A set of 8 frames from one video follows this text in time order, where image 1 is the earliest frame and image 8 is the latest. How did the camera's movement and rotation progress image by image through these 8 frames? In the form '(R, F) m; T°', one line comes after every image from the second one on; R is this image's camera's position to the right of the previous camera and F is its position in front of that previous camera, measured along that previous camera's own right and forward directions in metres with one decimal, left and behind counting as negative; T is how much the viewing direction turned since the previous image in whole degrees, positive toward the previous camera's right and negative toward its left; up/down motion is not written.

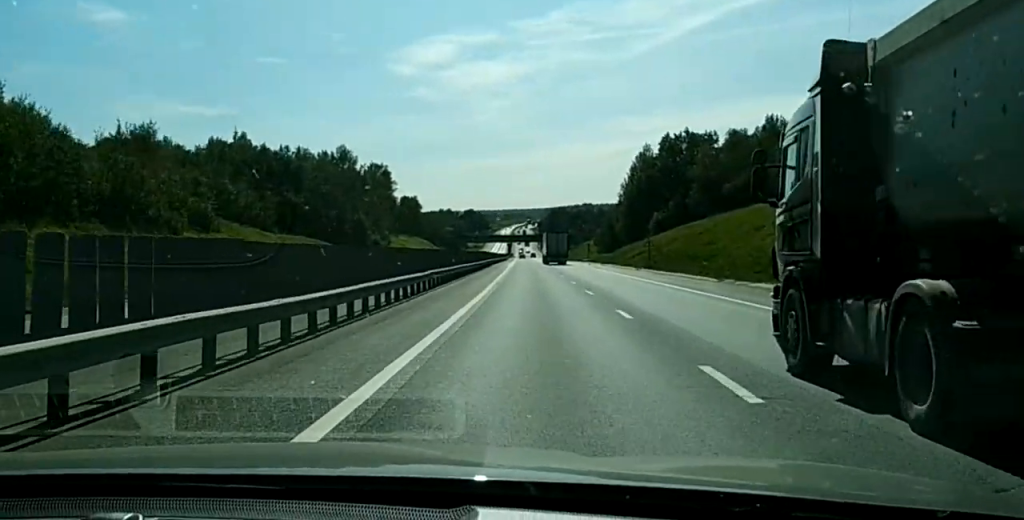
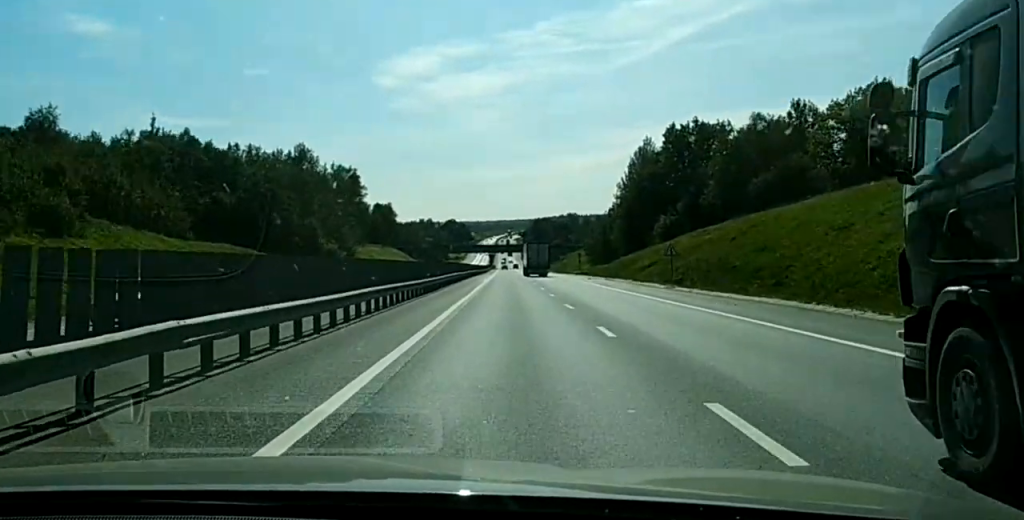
(+0.8, +26.7) m; +3°
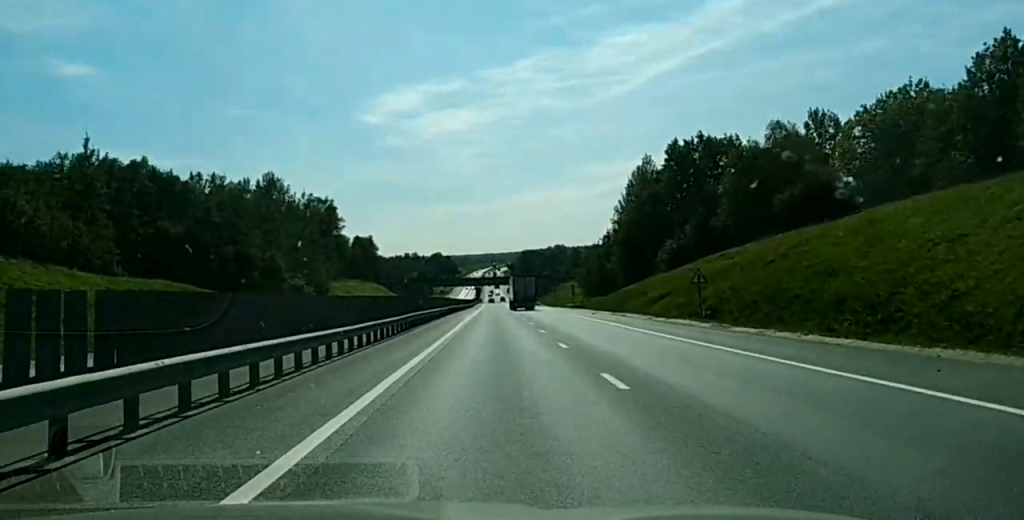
(+0.2, +17.1) m; +2°
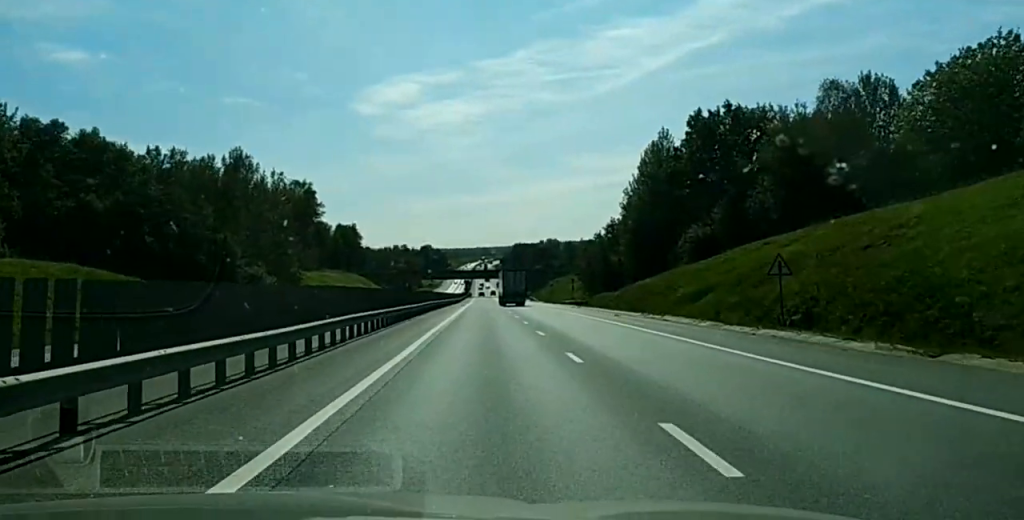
(+0.6, +18.5) m; +1°
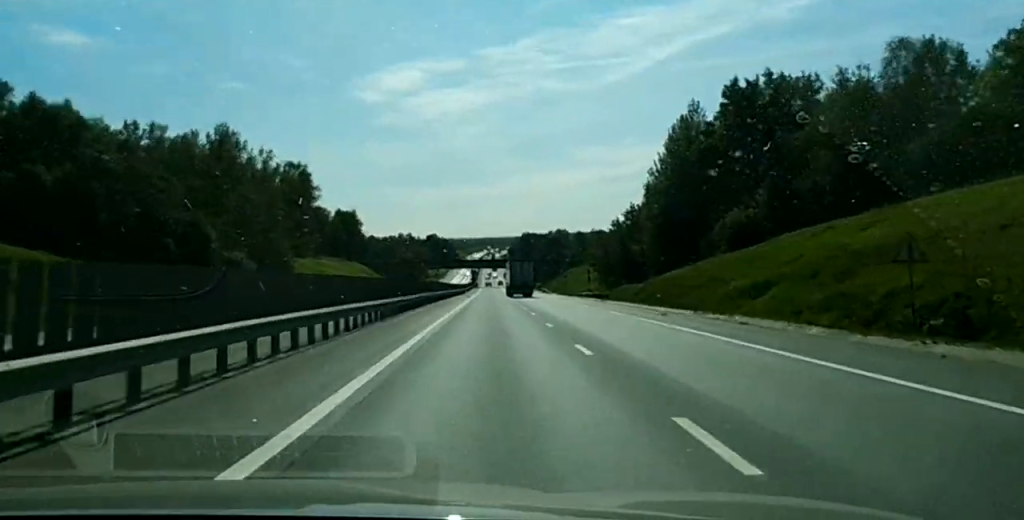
(+0.1, +12.4) m; 0°
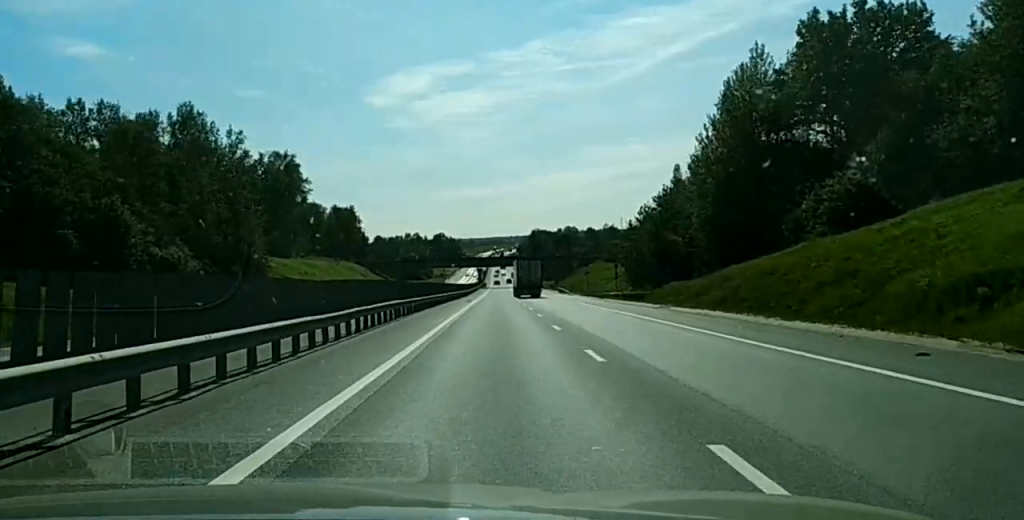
(-0.2, +25.1) m; 0°
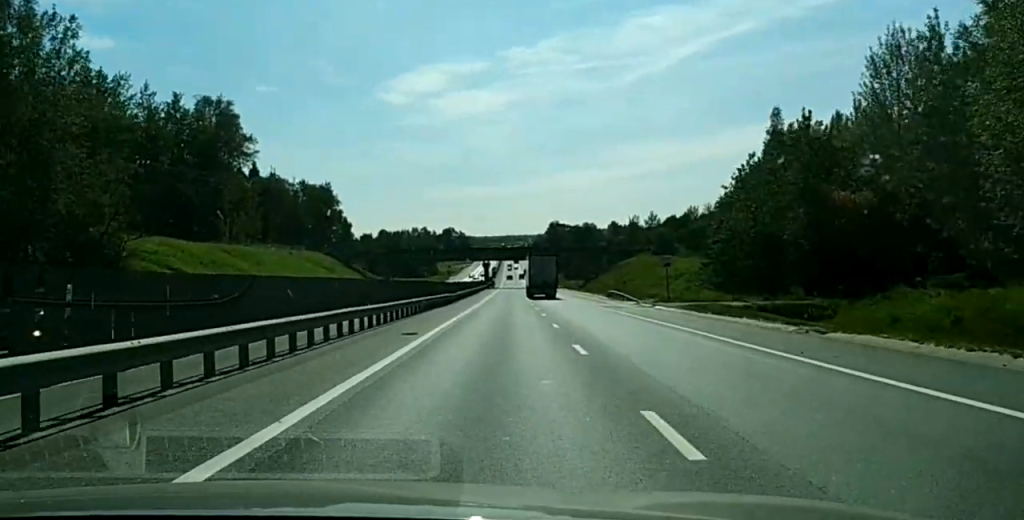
(-0.7, +57.8) m; -2°
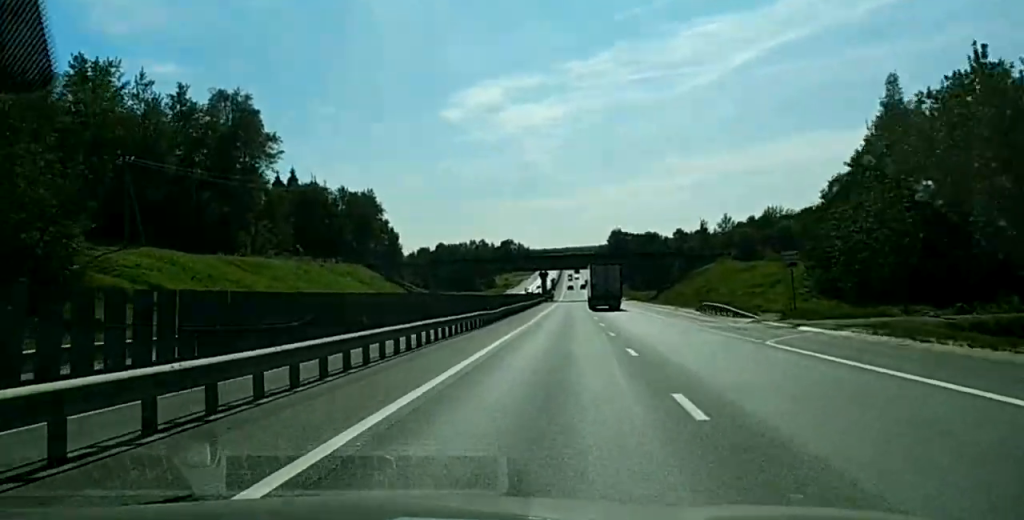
(-0.2, +19.7) m; 0°
